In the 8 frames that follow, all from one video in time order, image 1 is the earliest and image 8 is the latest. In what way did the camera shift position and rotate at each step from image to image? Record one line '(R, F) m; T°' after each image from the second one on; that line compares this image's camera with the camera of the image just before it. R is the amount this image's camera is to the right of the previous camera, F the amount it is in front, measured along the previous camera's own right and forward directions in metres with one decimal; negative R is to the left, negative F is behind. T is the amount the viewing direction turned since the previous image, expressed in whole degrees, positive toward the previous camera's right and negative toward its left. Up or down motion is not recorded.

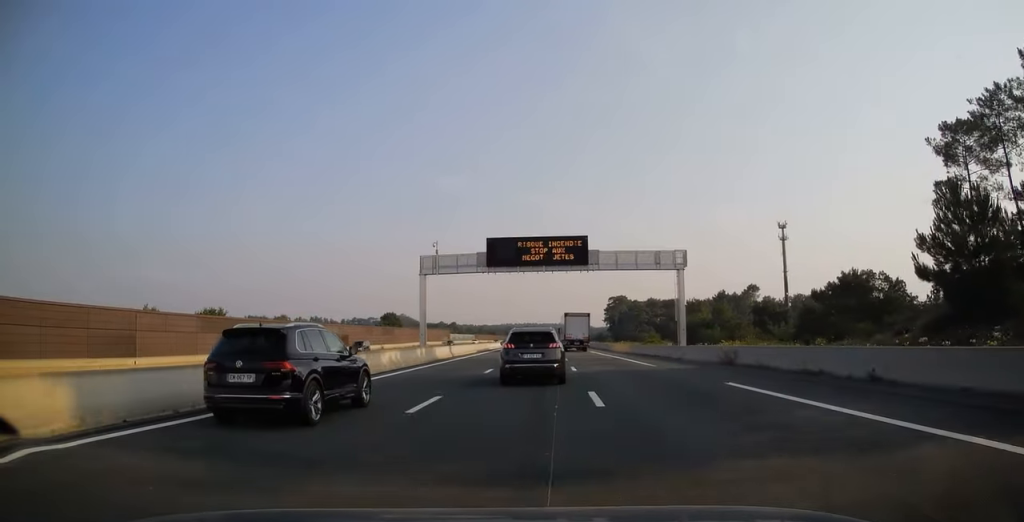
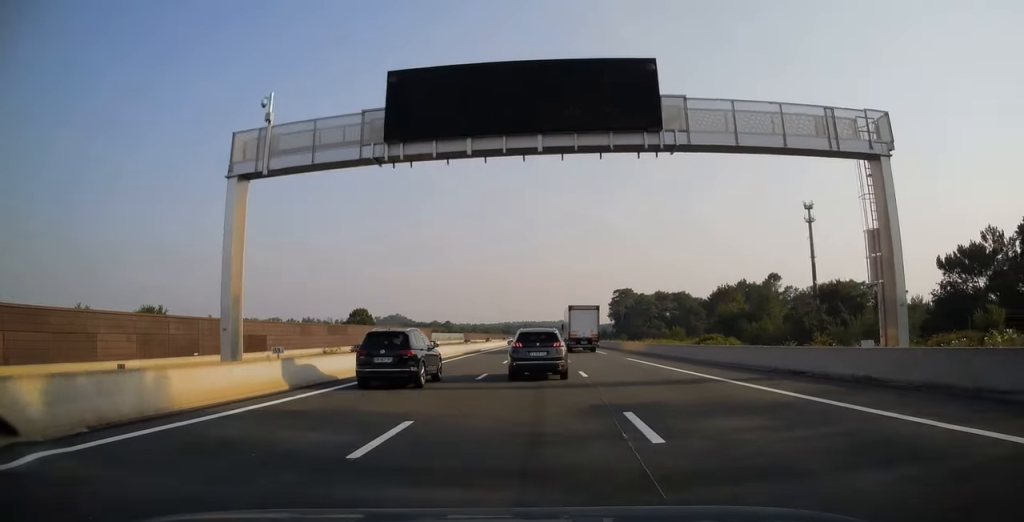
(-0.1, +29.9) m; 0°
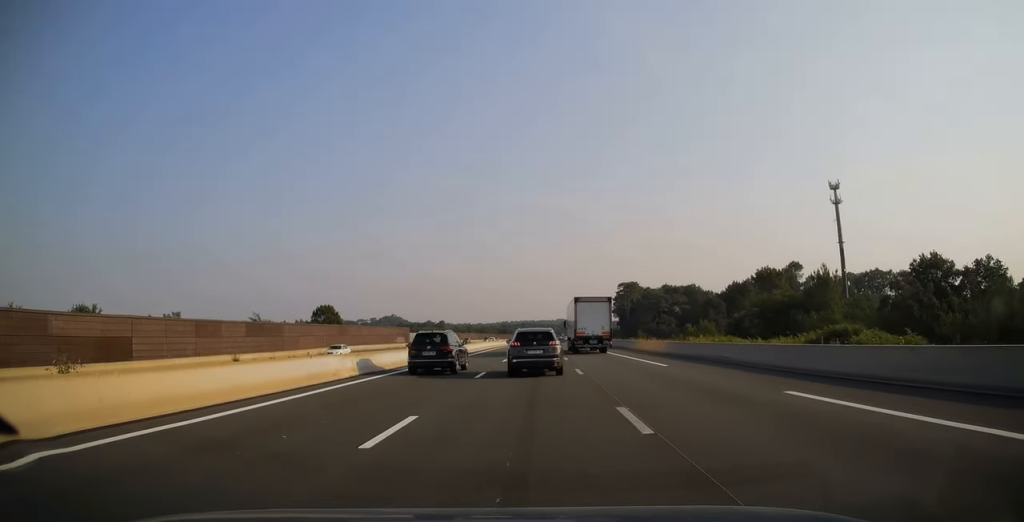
(0.0, +25.1) m; 0°
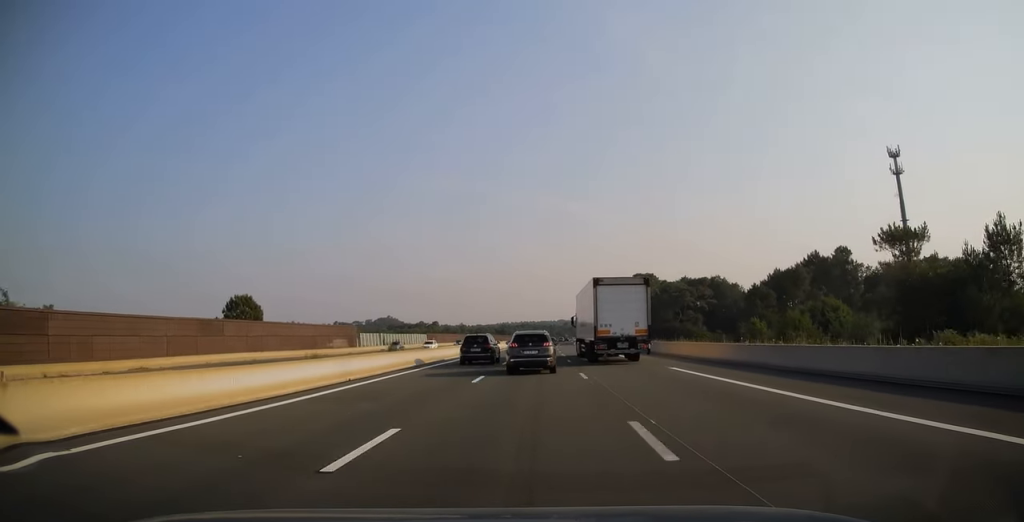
(0.0, +40.1) m; 0°
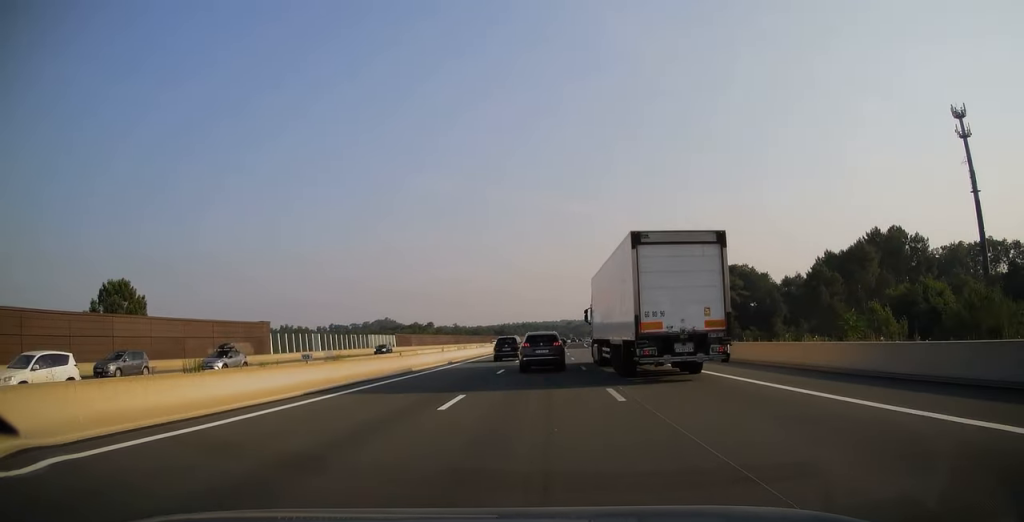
(-0.1, +33.1) m; 0°
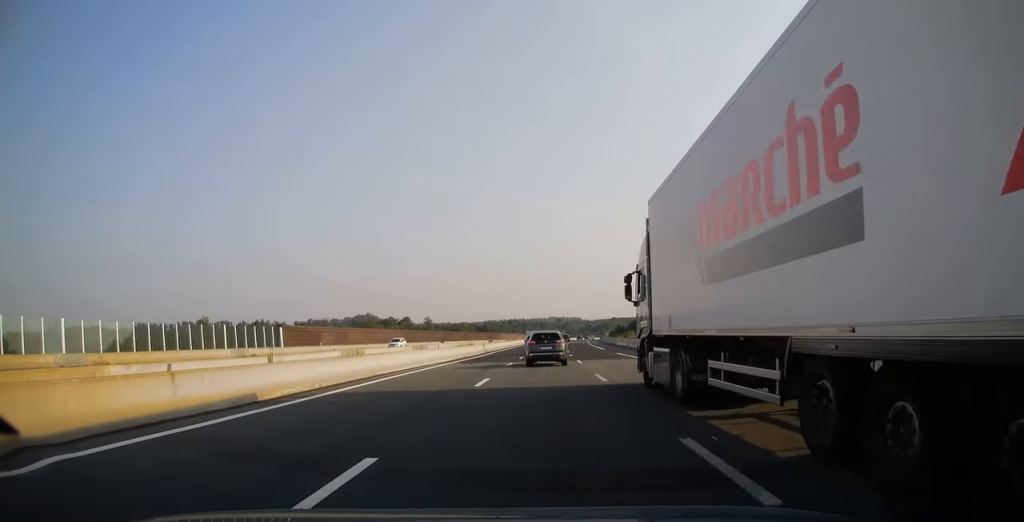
(+0.4, +46.8) m; +1°
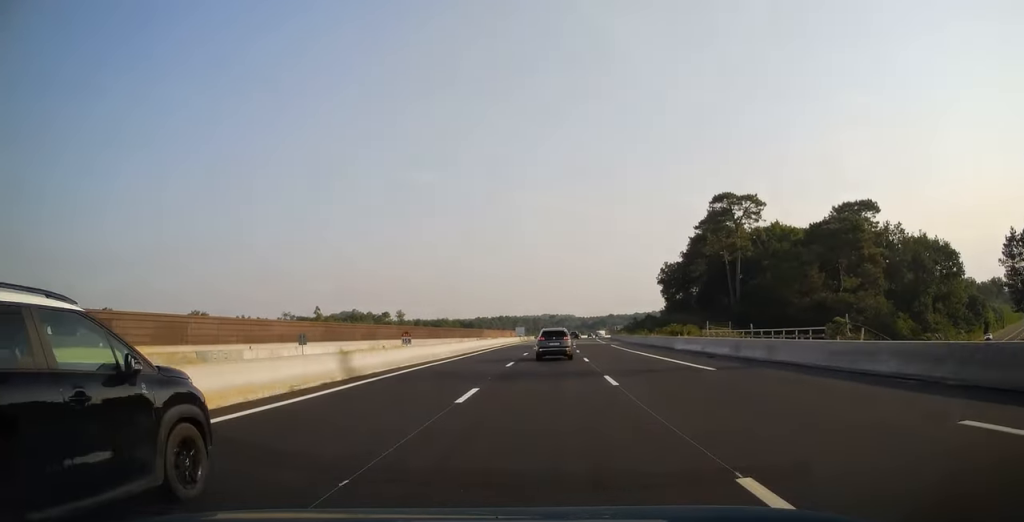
(+0.3, +41.3) m; +1°
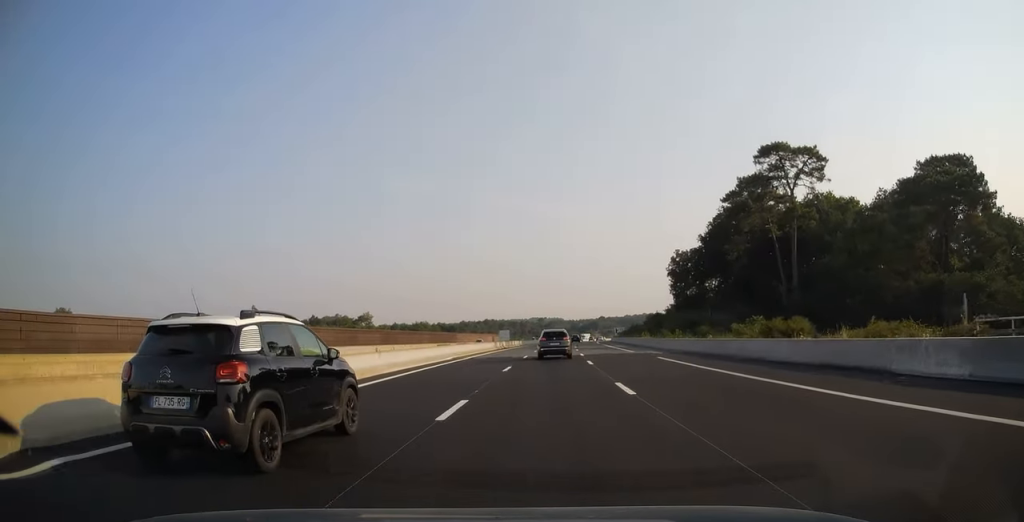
(+0.3, +29.0) m; +1°
